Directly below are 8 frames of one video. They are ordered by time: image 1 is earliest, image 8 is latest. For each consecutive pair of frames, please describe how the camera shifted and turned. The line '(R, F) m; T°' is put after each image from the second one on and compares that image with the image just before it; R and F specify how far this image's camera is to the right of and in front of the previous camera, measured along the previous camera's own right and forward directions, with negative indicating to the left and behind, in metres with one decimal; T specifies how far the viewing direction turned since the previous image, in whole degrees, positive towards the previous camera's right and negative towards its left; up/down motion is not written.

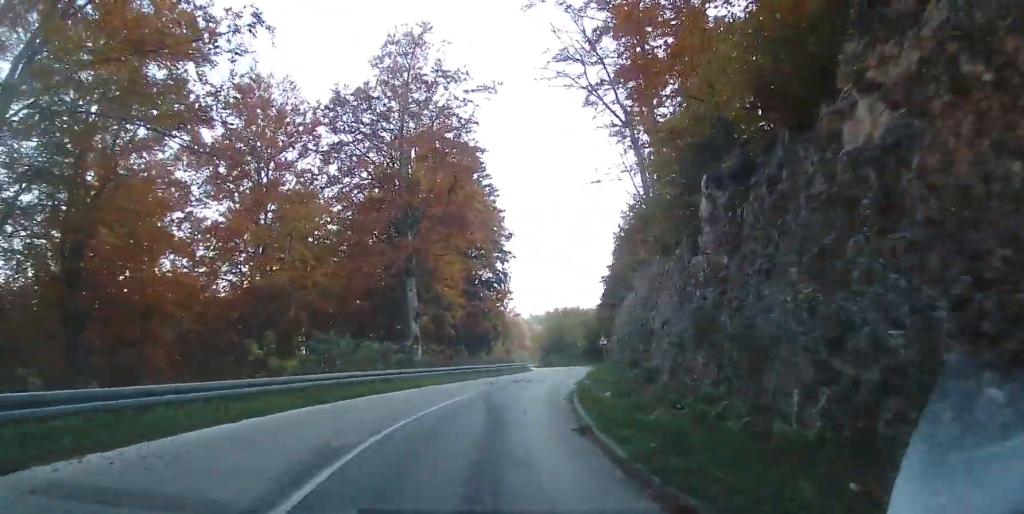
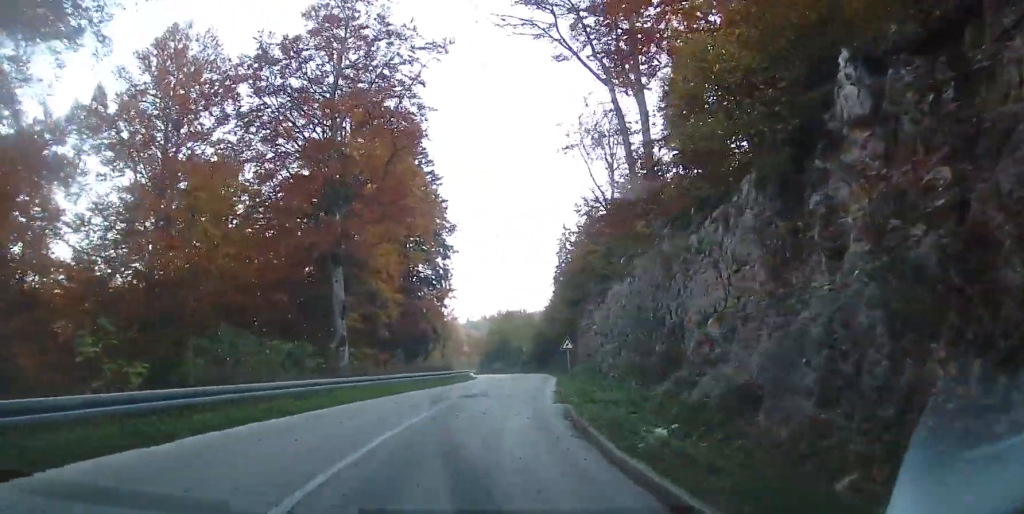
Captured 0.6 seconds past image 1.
(-0.4, +8.1) m; +3°
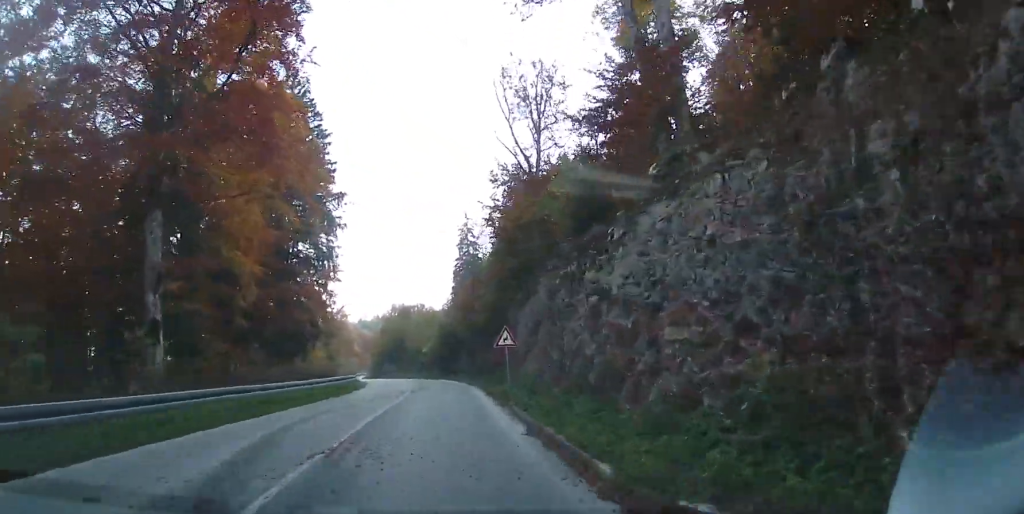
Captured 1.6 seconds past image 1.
(+1.3, +13.6) m; +8°
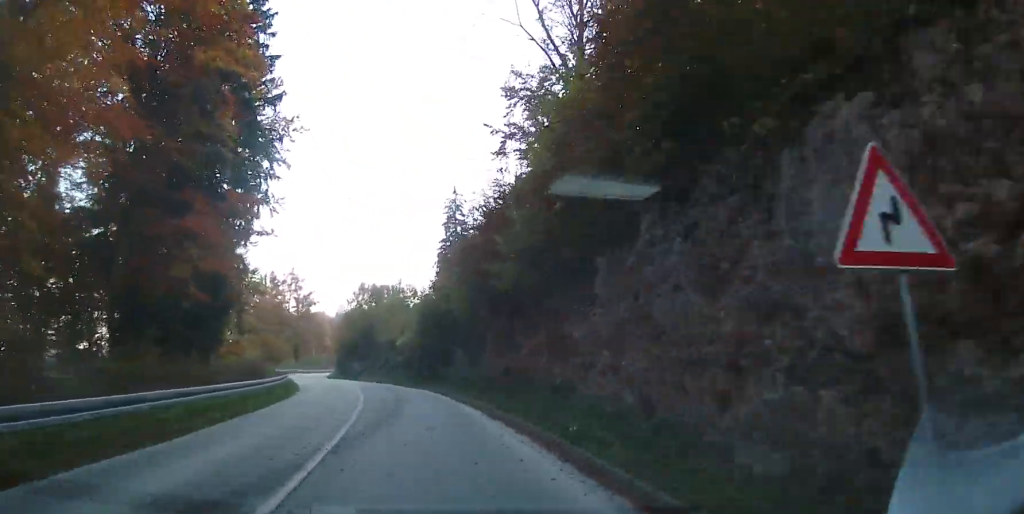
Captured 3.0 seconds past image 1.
(+0.6, +19.0) m; +1°
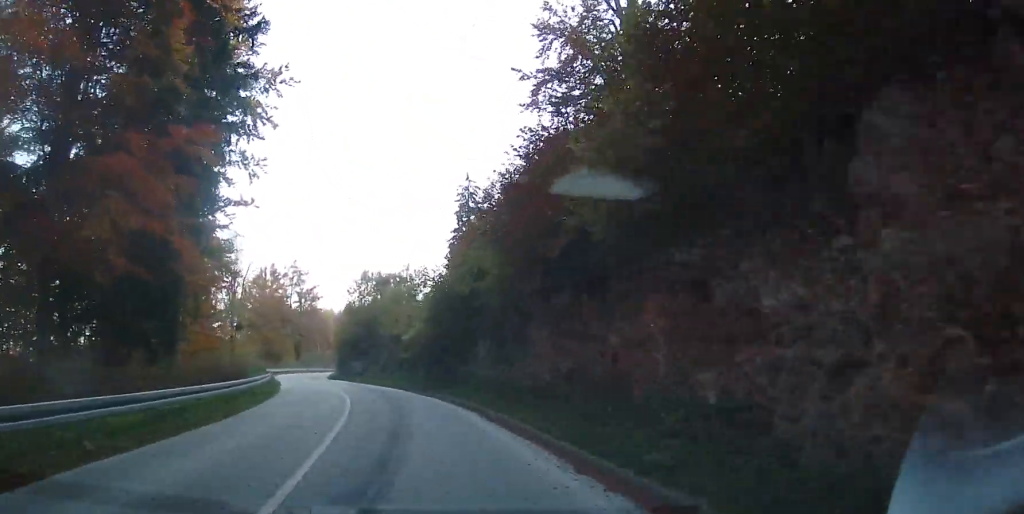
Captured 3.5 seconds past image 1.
(0.0, +7.5) m; -2°
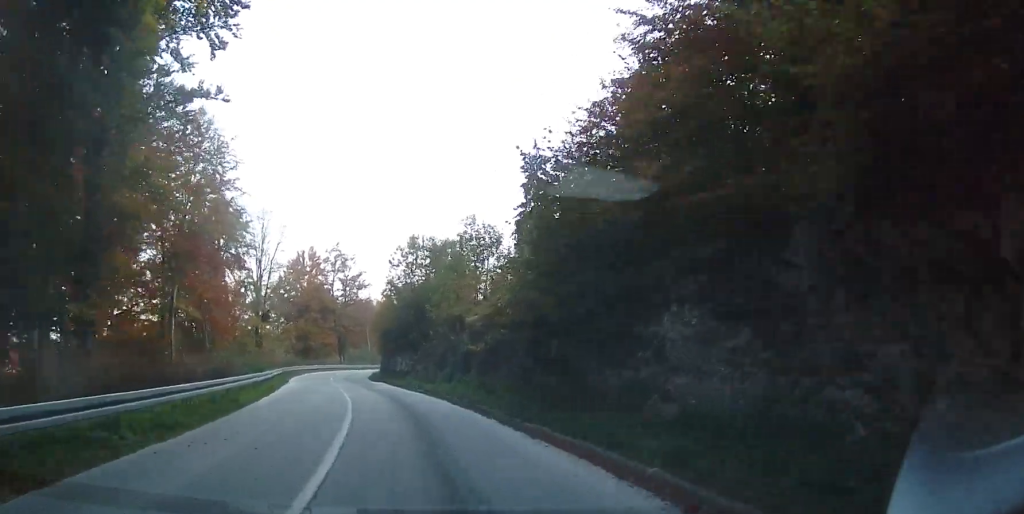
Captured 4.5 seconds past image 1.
(-0.7, +14.5) m; -4°
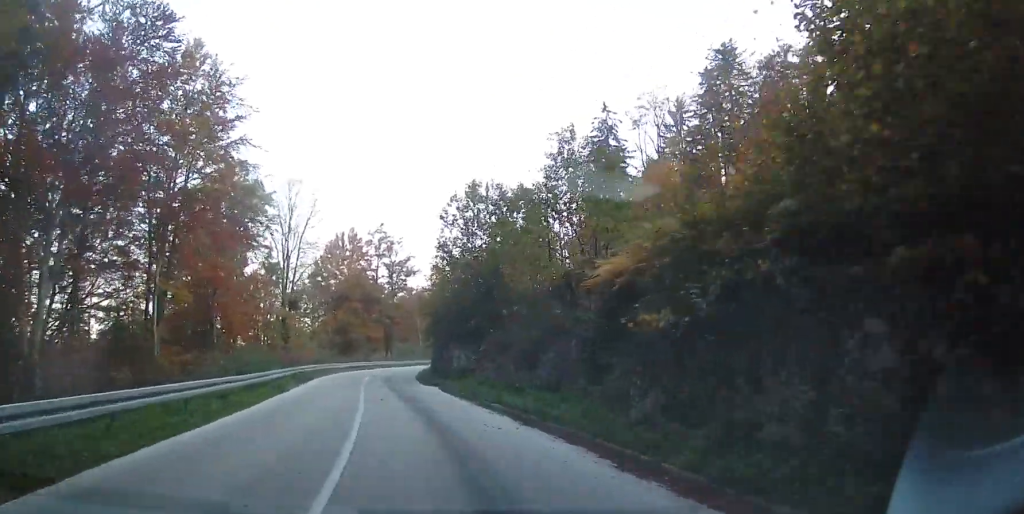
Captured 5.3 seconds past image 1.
(-0.2, +12.2) m; -1°
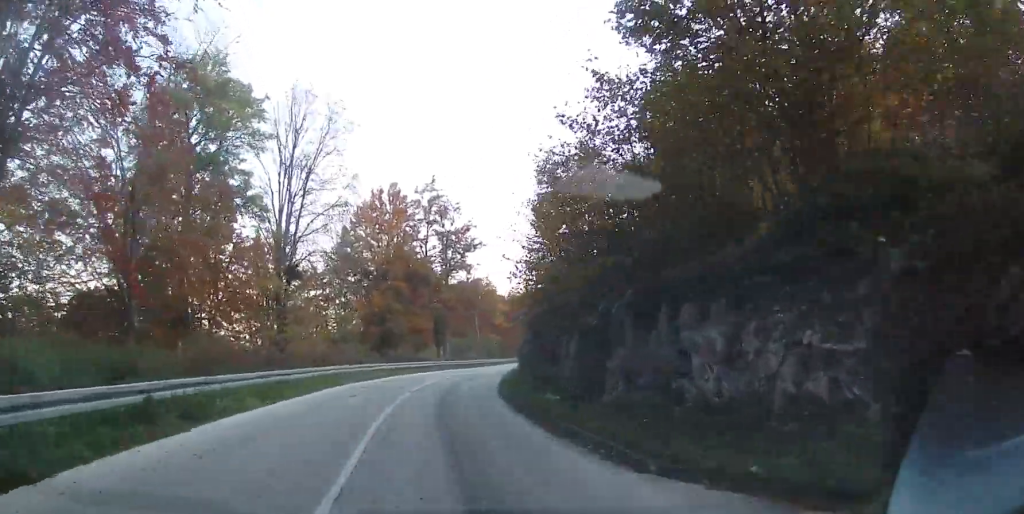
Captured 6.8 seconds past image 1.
(0.0, +25.2) m; 0°
